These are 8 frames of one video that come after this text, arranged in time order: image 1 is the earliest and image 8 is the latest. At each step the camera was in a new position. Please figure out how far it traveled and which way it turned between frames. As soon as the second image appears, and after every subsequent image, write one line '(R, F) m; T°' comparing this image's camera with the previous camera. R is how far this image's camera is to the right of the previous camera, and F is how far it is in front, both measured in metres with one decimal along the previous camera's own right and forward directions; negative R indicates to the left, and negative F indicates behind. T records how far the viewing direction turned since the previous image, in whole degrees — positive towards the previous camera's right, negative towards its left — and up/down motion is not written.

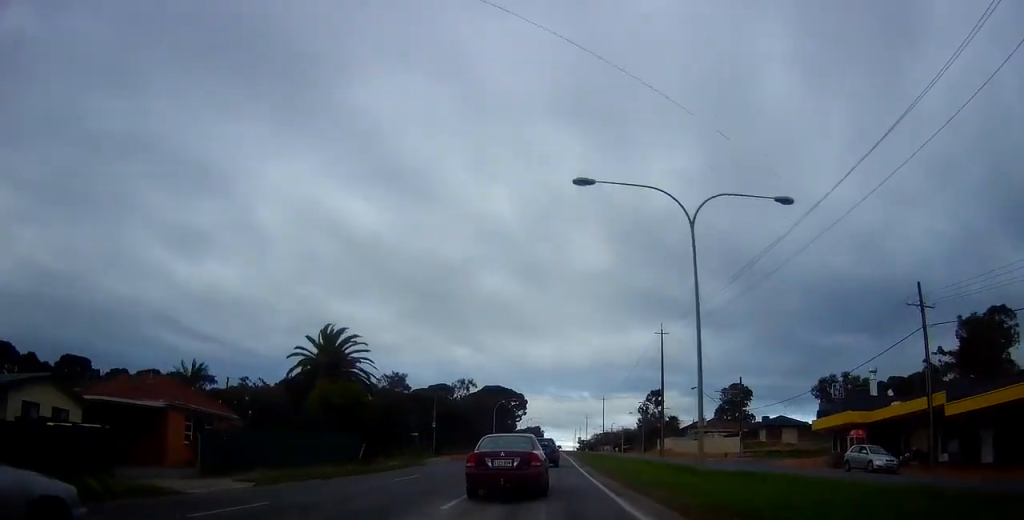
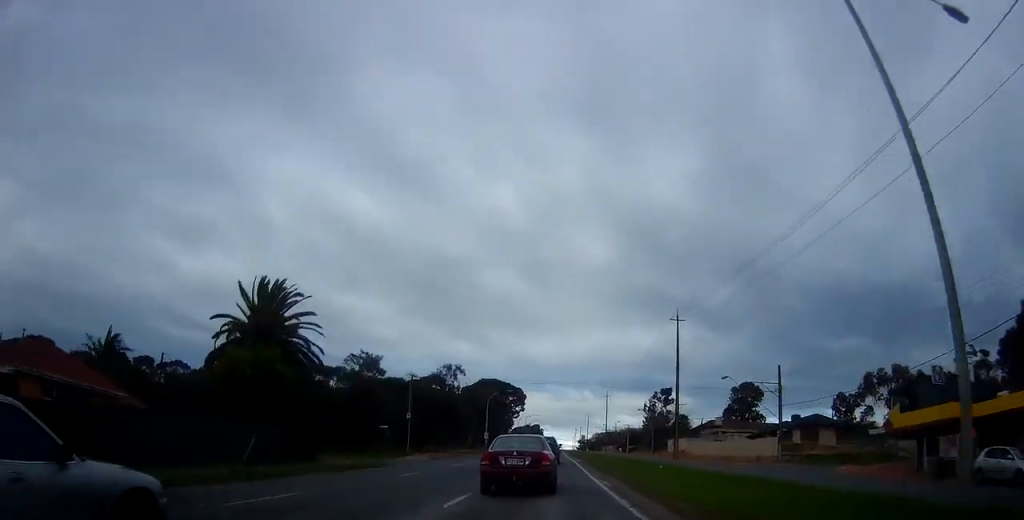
(0.0, +11.8) m; 0°
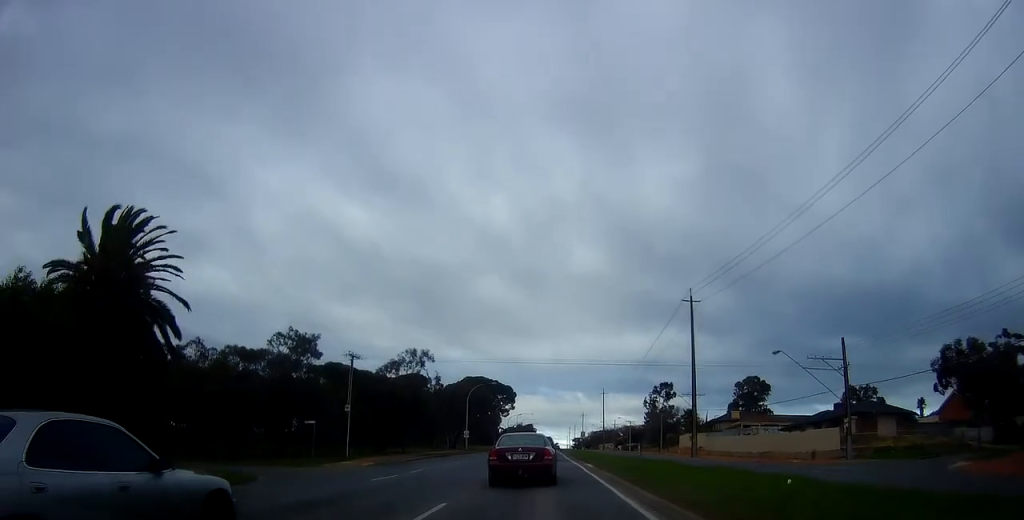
(0.0, +14.8) m; +1°
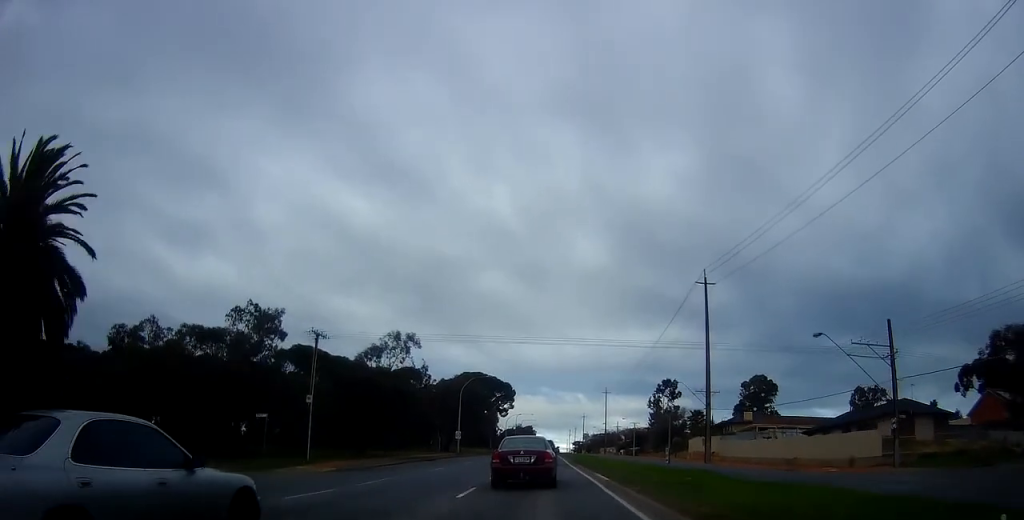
(-0.1, +6.5) m; +1°
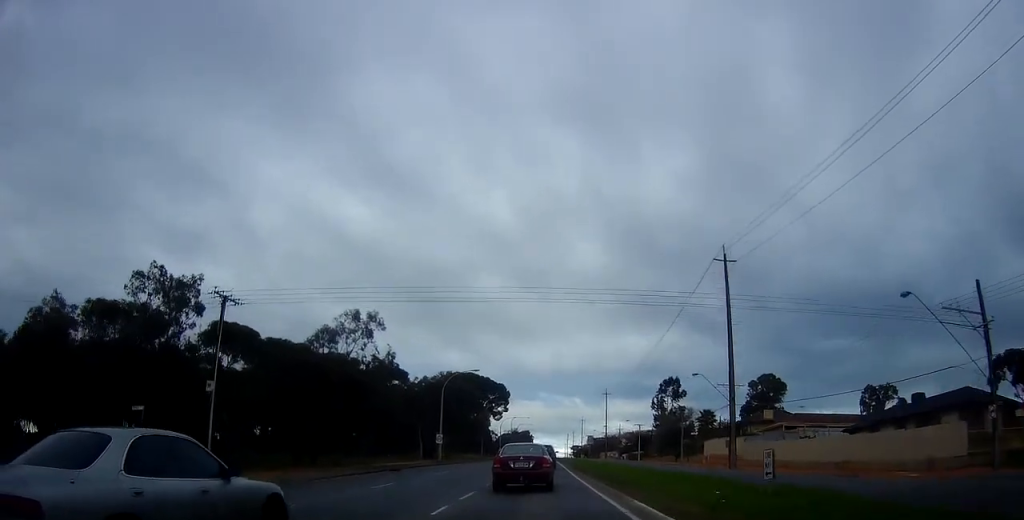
(+0.4, +10.2) m; 0°
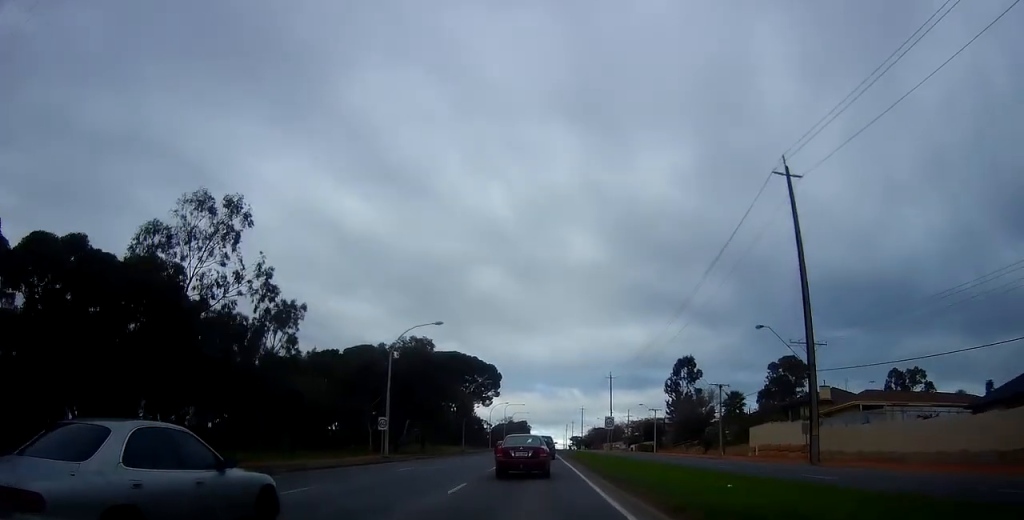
(-0.3, +18.9) m; -2°
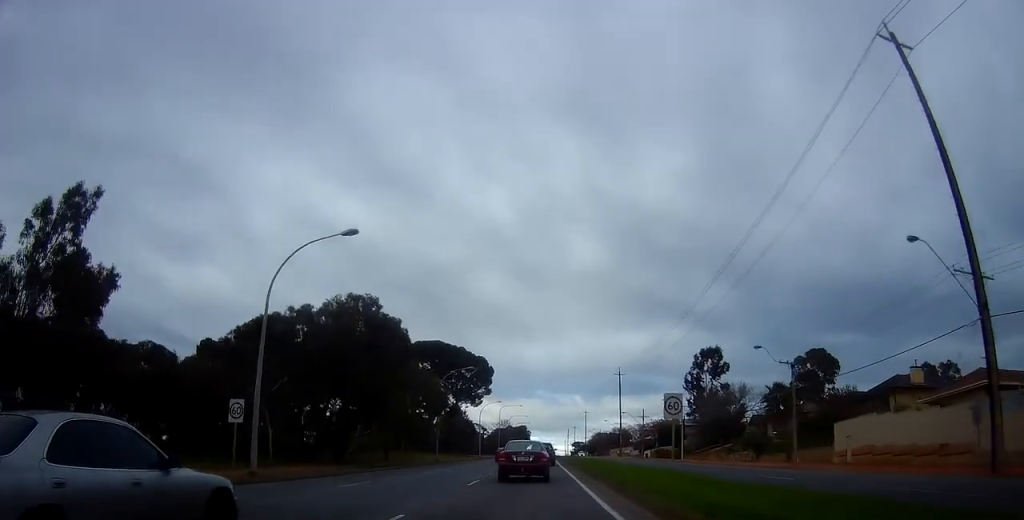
(+0.3, +18.8) m; +2°
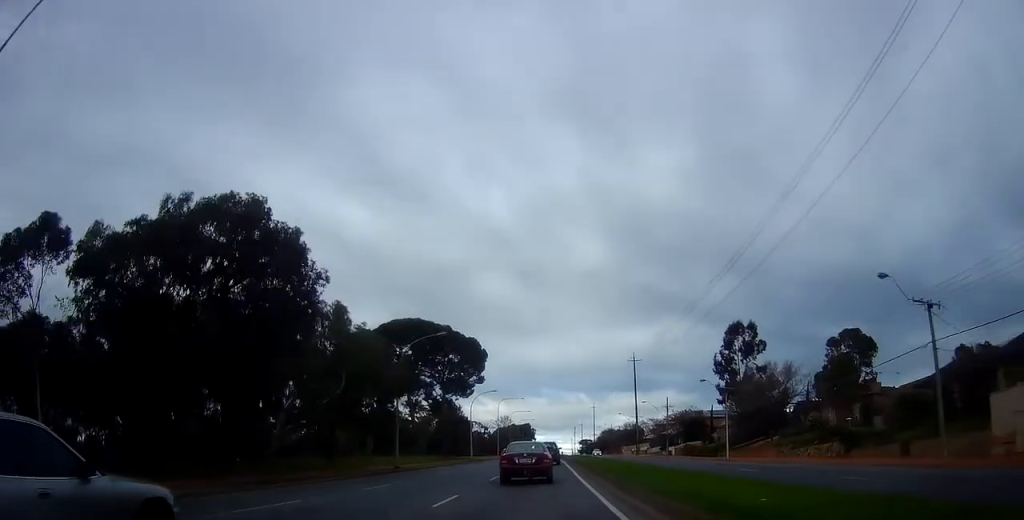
(+0.1, +17.6) m; -1°
